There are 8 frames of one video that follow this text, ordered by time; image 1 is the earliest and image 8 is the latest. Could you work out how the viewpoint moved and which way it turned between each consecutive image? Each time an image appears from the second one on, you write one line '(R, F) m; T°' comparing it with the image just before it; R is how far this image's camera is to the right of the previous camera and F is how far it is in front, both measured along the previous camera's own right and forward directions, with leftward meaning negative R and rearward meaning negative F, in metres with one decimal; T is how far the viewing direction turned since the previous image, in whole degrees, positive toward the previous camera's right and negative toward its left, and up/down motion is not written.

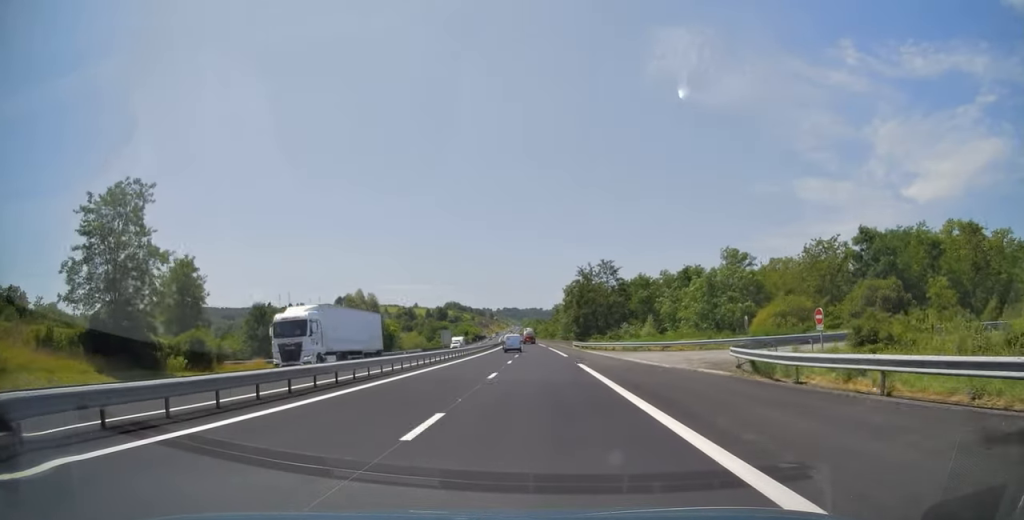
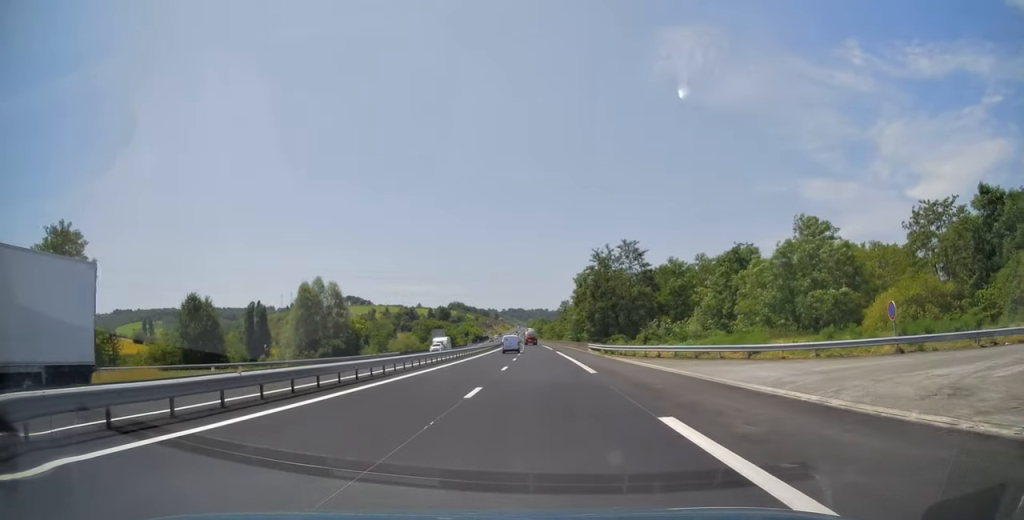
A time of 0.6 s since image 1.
(-0.1, +19.9) m; 0°
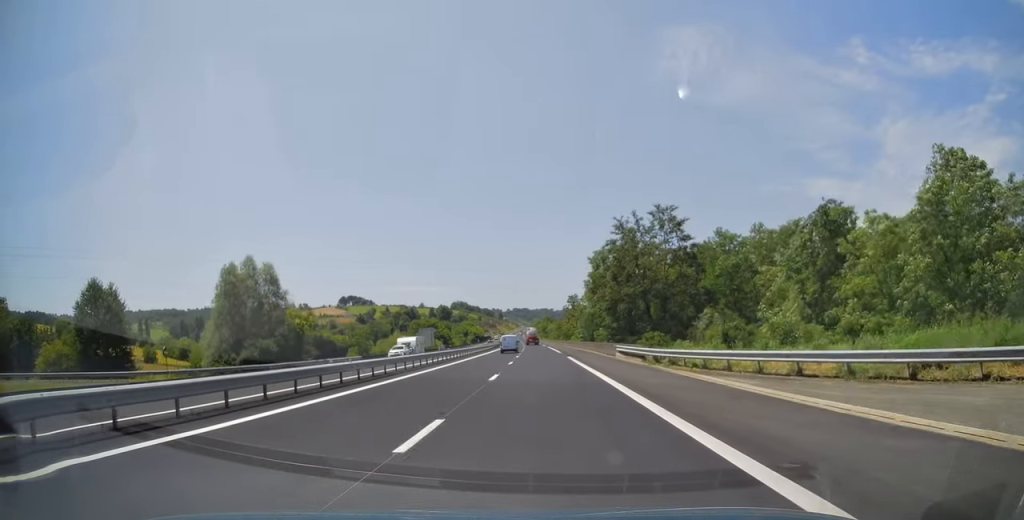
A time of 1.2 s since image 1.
(0.0, +19.9) m; 0°
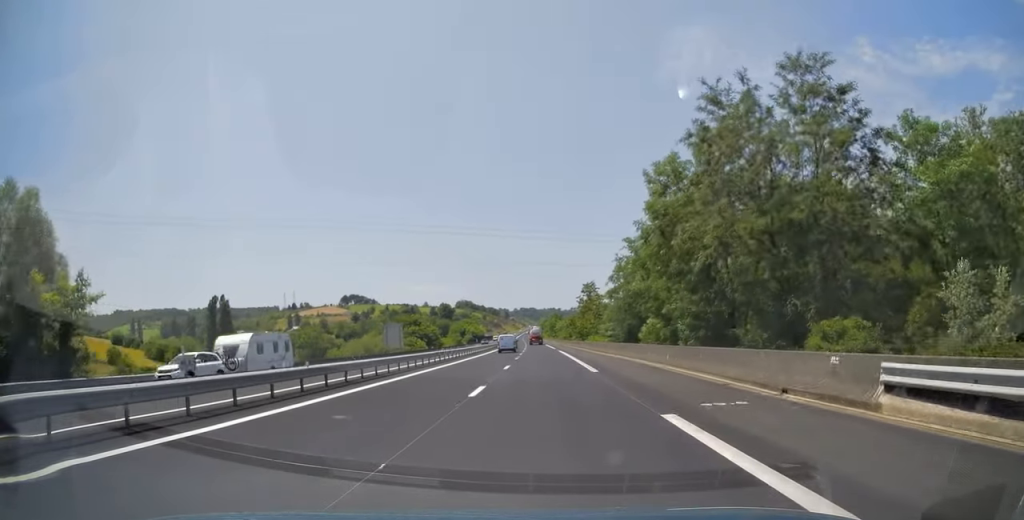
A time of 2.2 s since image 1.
(-0.2, +31.7) m; -1°
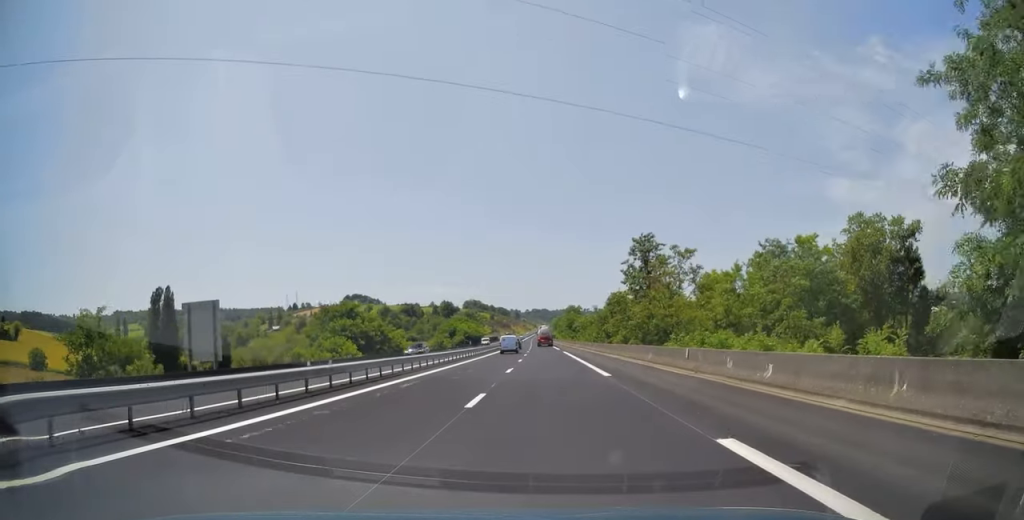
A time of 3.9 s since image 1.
(-0.9, +54.2) m; -1°
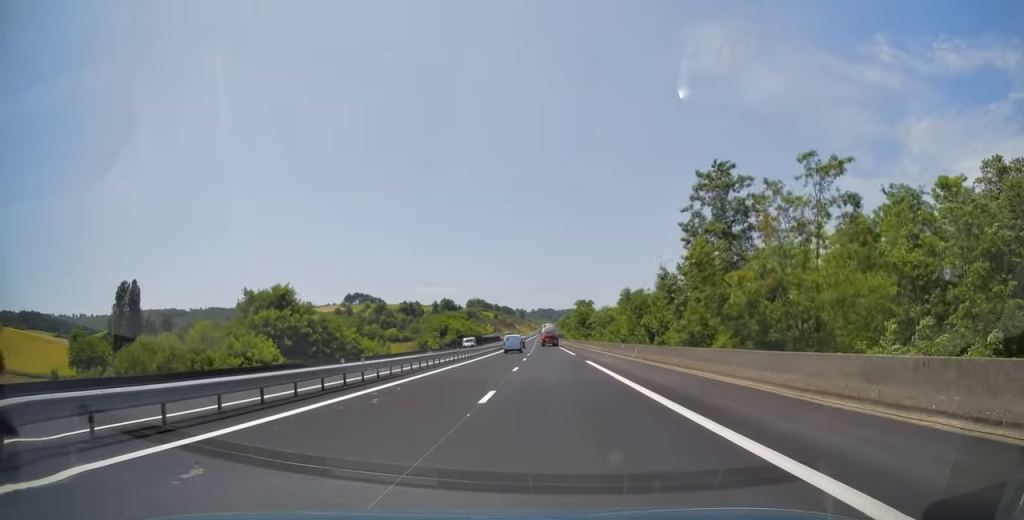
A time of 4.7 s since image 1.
(0.0, +25.2) m; 0°
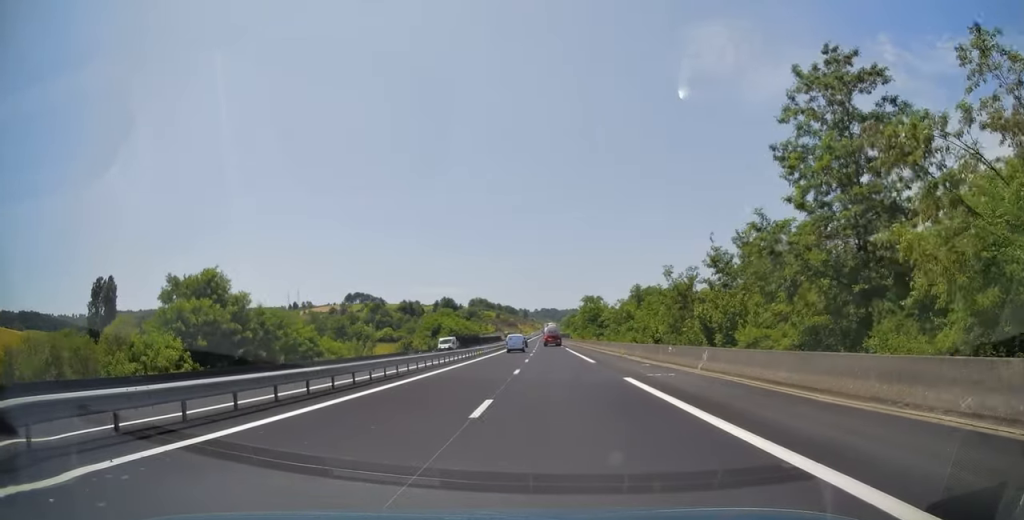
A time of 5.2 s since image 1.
(0.0, +15.5) m; 0°
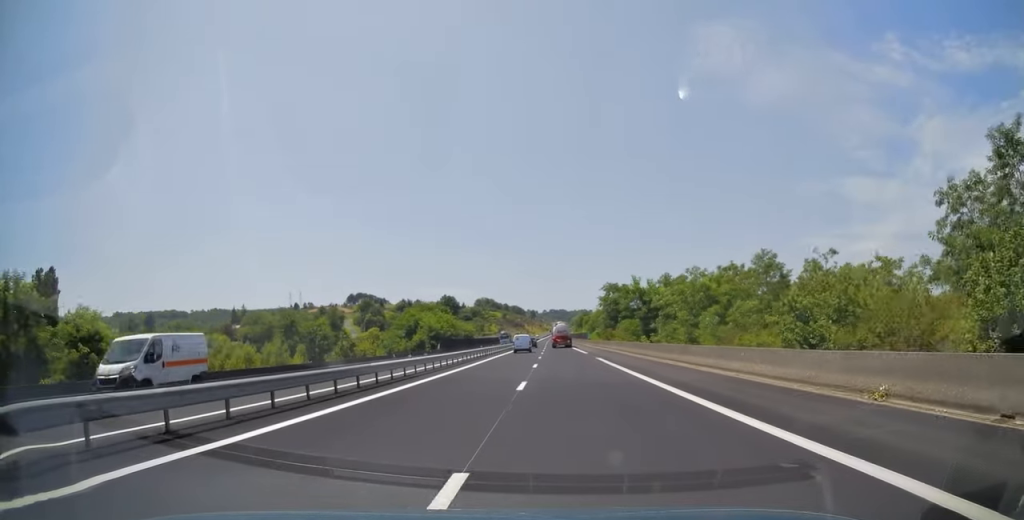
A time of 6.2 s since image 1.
(-0.2, +33.1) m; -1°
